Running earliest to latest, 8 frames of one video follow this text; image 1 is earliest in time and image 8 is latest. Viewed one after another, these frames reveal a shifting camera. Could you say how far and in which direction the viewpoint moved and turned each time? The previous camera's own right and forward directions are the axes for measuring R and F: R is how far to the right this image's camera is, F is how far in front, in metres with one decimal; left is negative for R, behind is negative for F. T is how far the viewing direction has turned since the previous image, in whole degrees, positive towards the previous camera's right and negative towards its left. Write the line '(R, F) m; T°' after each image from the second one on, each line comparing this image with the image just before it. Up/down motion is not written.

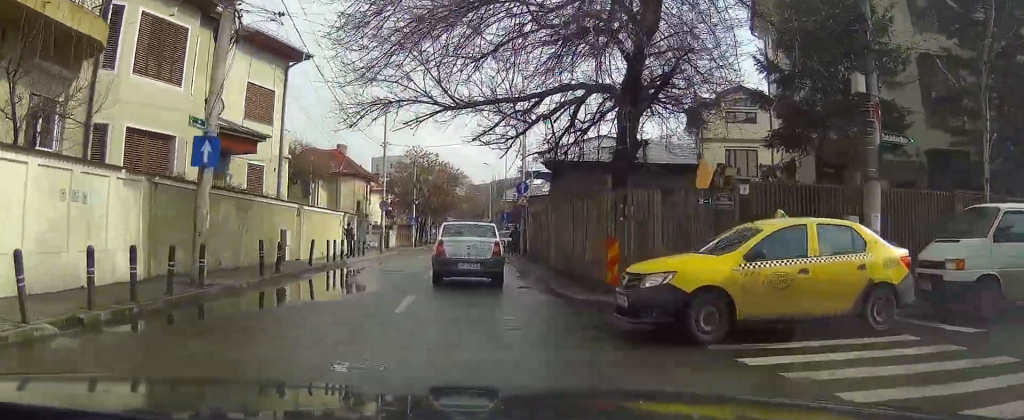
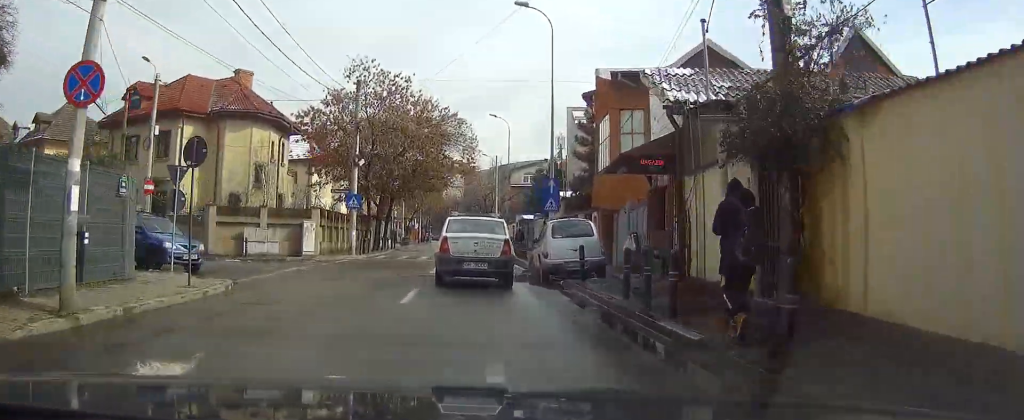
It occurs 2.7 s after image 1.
(+0.4, +34.3) m; +1°
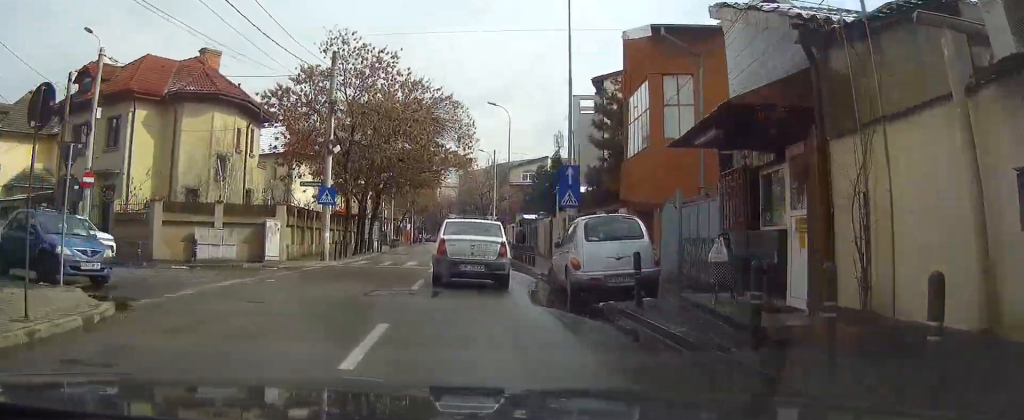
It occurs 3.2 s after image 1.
(0.0, +5.6) m; 0°
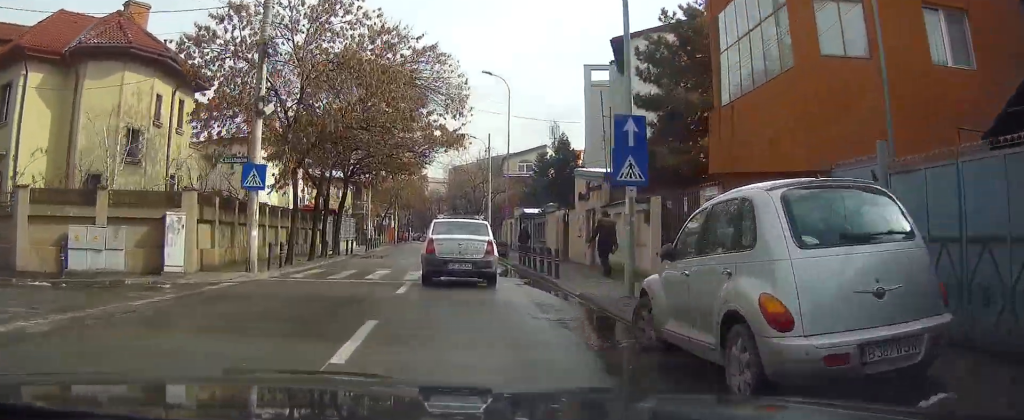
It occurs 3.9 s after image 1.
(+0.1, +8.7) m; 0°
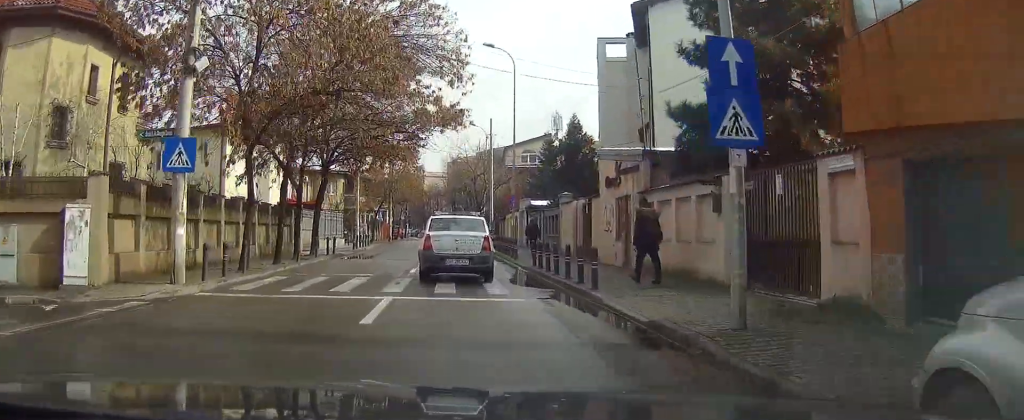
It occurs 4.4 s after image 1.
(+0.1, +5.1) m; 0°
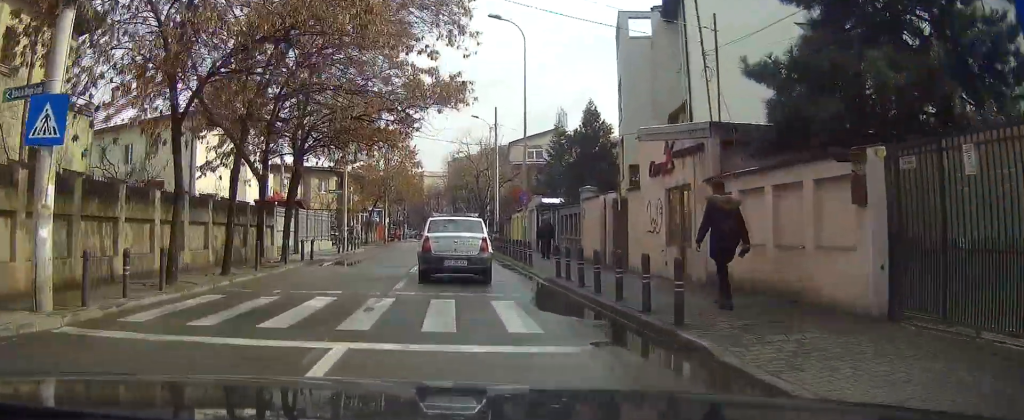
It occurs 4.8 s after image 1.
(-0.1, +5.0) m; 0°
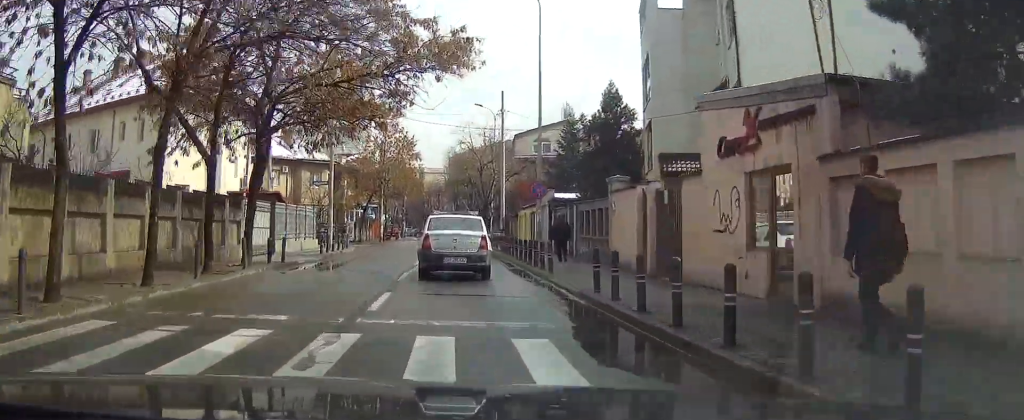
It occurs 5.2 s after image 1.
(-0.1, +4.6) m; 0°
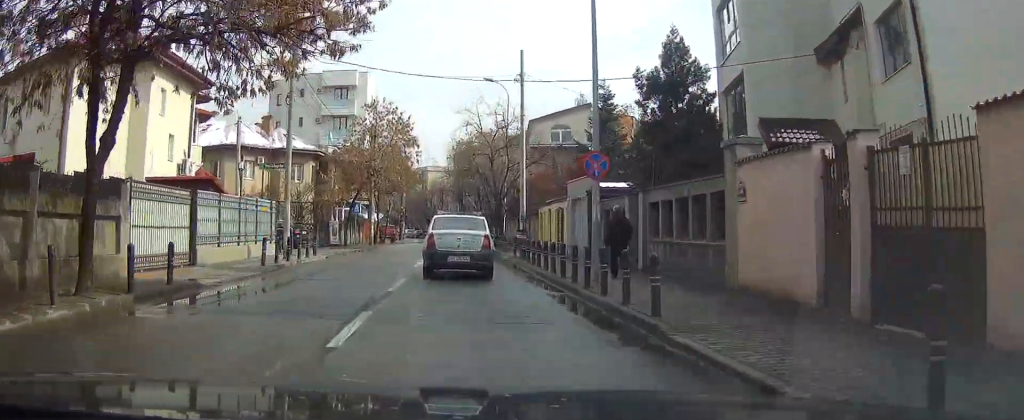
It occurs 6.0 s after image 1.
(+0.1, +9.3) m; 0°
